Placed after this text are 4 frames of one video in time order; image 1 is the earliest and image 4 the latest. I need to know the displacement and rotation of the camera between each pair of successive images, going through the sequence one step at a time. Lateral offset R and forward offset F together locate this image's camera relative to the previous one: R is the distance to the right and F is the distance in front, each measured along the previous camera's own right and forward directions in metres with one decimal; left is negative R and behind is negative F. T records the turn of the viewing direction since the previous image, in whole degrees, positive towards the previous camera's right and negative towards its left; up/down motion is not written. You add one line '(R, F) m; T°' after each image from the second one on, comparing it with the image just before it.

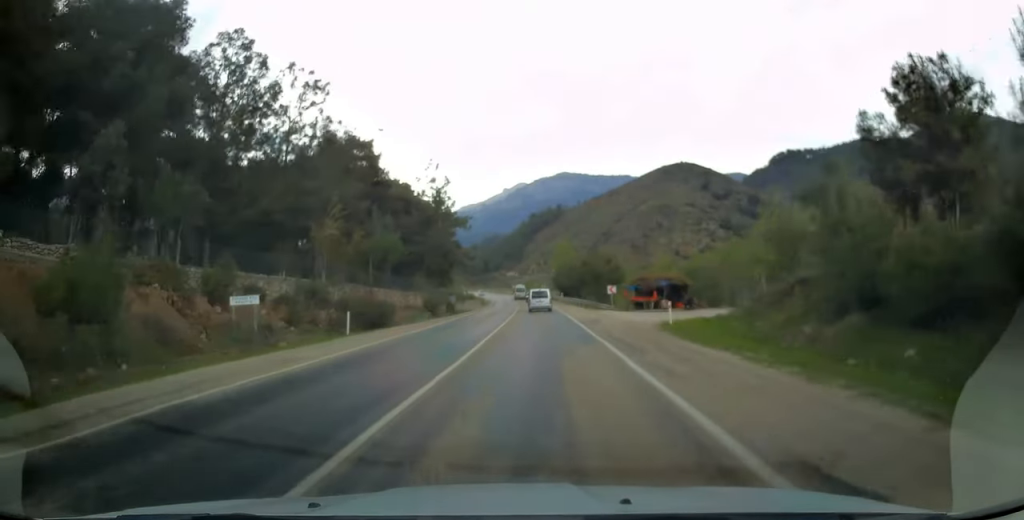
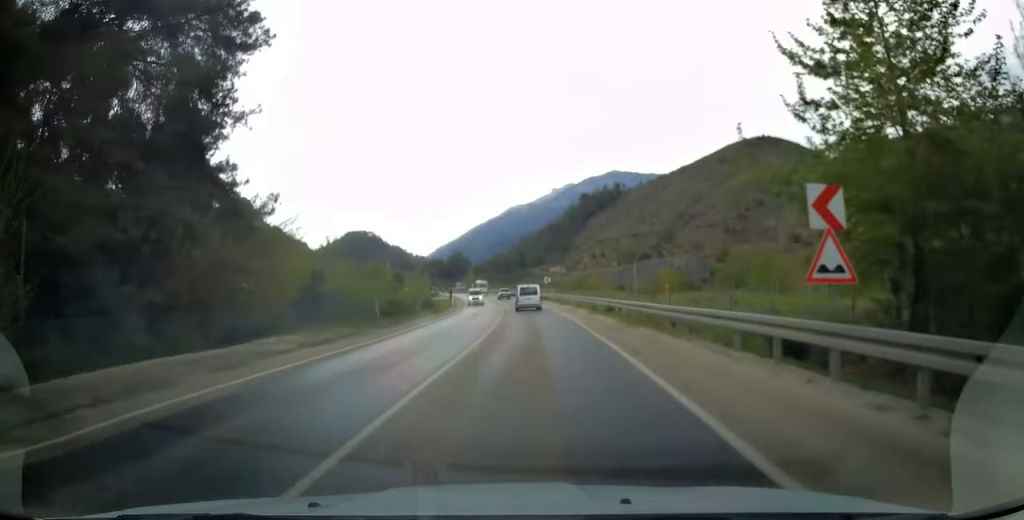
(-3.7, +100.2) m; -5°
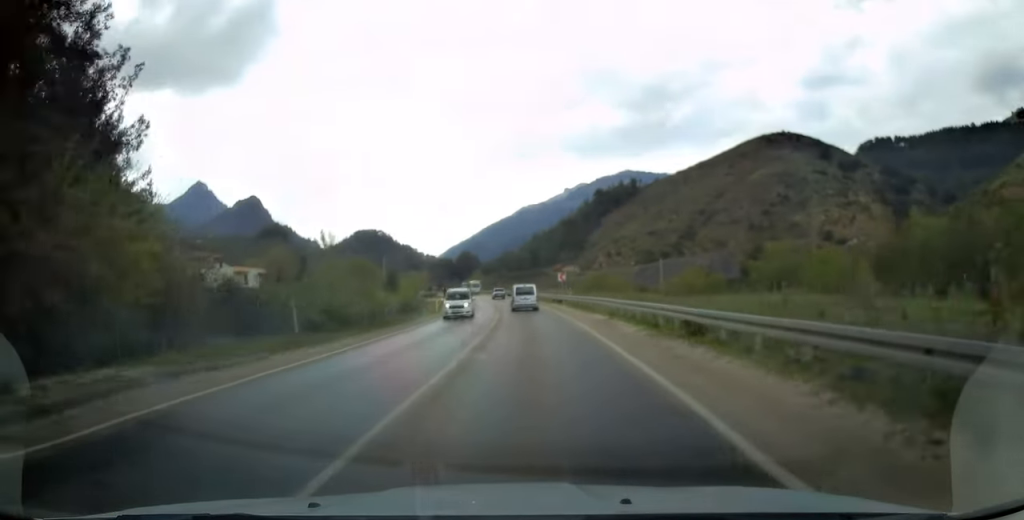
(-0.1, +15.2) m; -1°
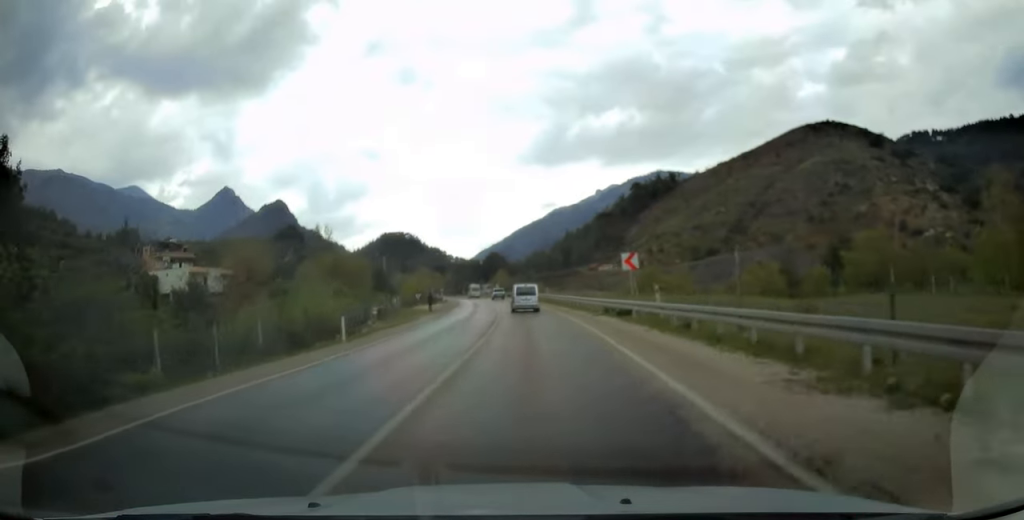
(-0.7, +26.9) m; -3°
